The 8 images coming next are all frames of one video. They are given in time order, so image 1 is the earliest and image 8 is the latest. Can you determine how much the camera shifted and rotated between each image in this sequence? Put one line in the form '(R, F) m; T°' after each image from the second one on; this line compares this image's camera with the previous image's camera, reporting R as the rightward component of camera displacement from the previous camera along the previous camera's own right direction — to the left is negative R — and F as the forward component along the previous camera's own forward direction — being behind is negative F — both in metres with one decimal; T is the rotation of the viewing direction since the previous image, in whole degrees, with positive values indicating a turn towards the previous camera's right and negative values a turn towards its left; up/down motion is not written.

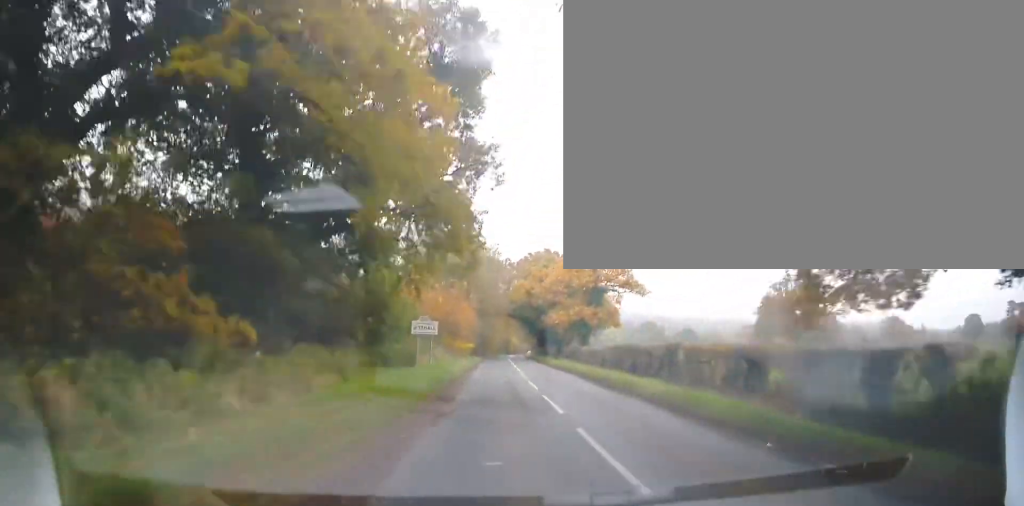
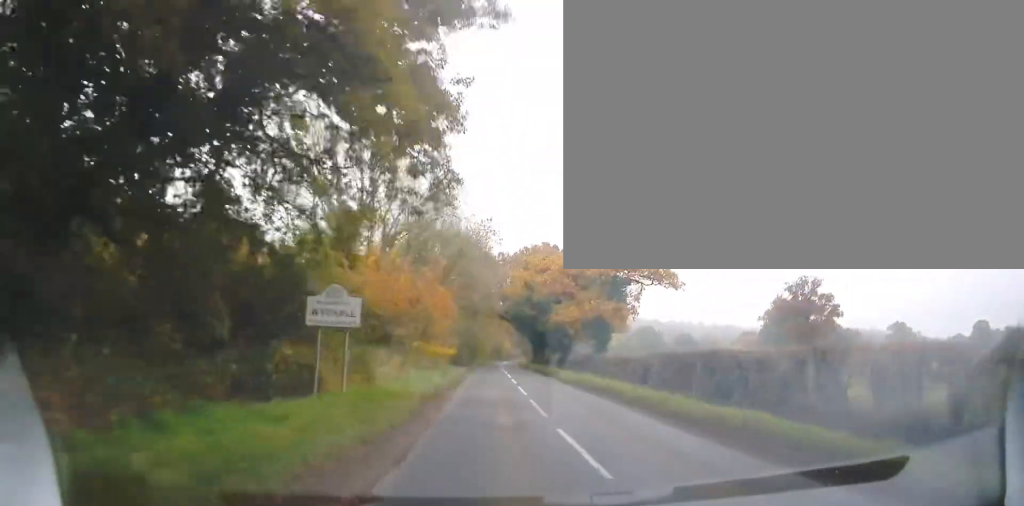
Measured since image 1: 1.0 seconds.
(-0.1, +11.2) m; +1°
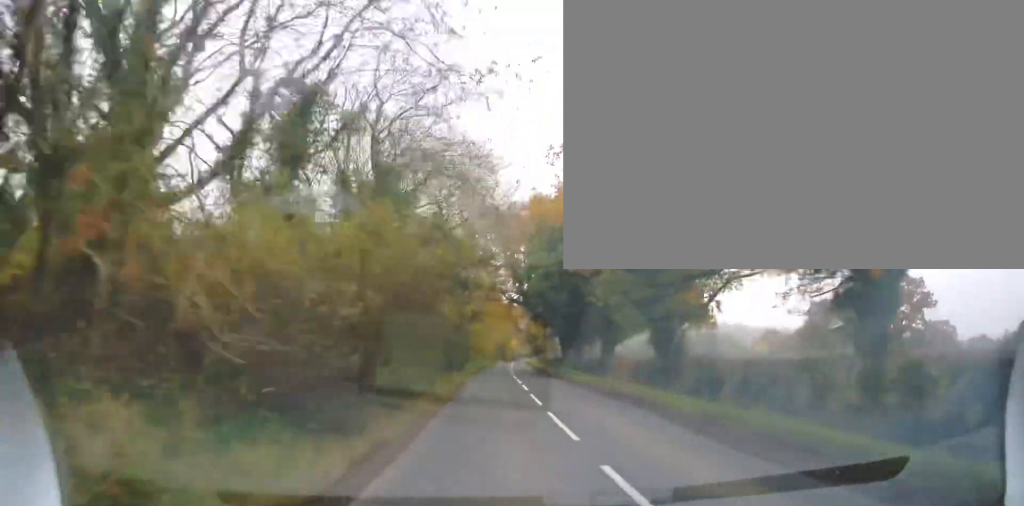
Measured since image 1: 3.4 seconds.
(+0.8, +27.6) m; +3°
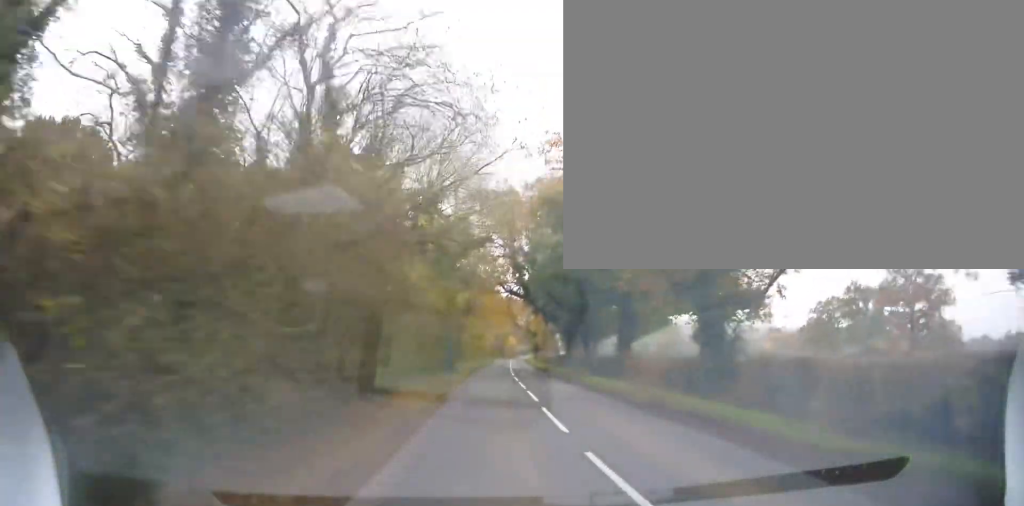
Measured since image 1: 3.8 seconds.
(+0.1, +4.9) m; 0°
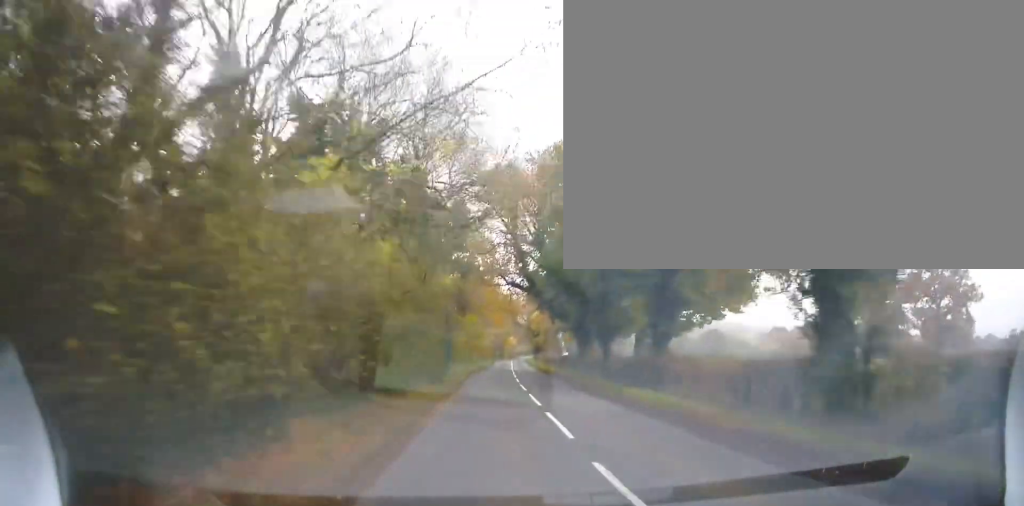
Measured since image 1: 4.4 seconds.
(+0.1, +7.0) m; 0°
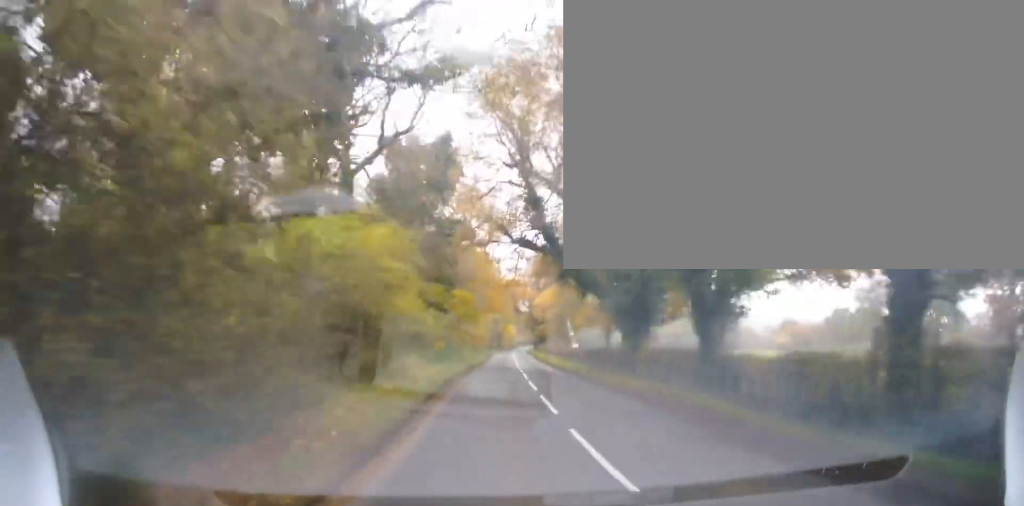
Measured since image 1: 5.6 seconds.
(-0.5, +16.2) m; -2°
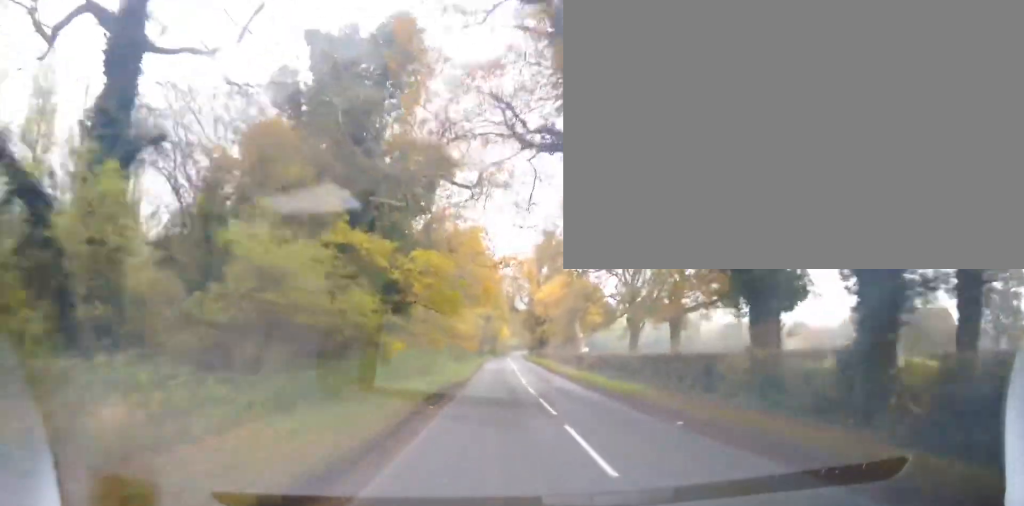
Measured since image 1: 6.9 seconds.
(0.0, +16.9) m; +2°
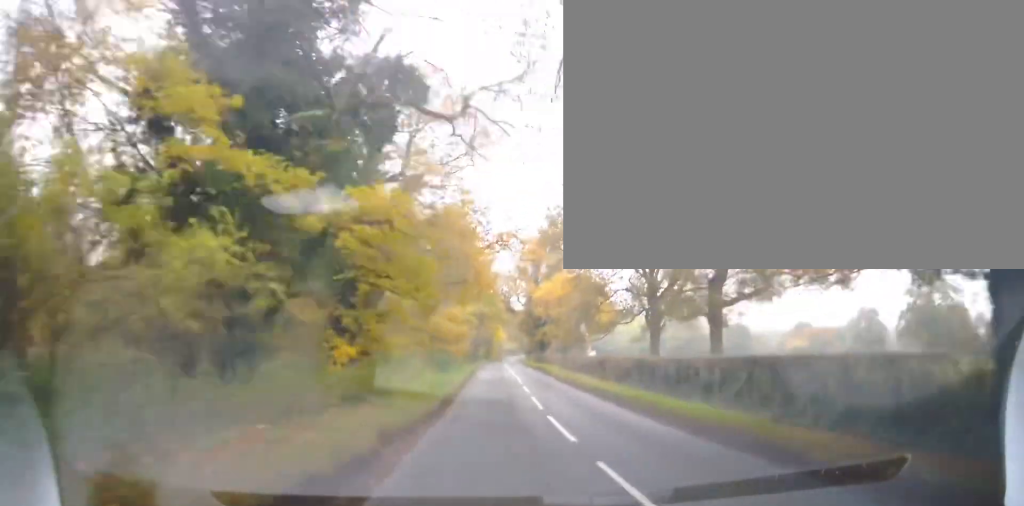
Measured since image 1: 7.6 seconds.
(+0.1, +8.9) m; +1°
